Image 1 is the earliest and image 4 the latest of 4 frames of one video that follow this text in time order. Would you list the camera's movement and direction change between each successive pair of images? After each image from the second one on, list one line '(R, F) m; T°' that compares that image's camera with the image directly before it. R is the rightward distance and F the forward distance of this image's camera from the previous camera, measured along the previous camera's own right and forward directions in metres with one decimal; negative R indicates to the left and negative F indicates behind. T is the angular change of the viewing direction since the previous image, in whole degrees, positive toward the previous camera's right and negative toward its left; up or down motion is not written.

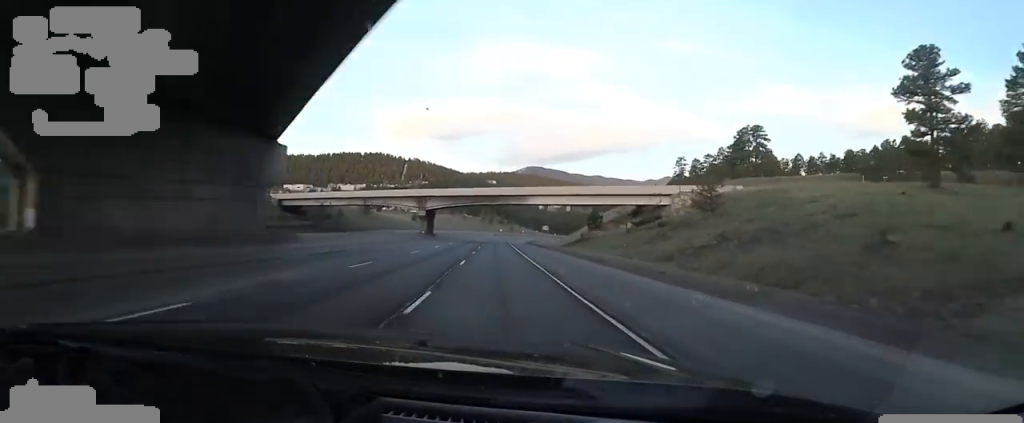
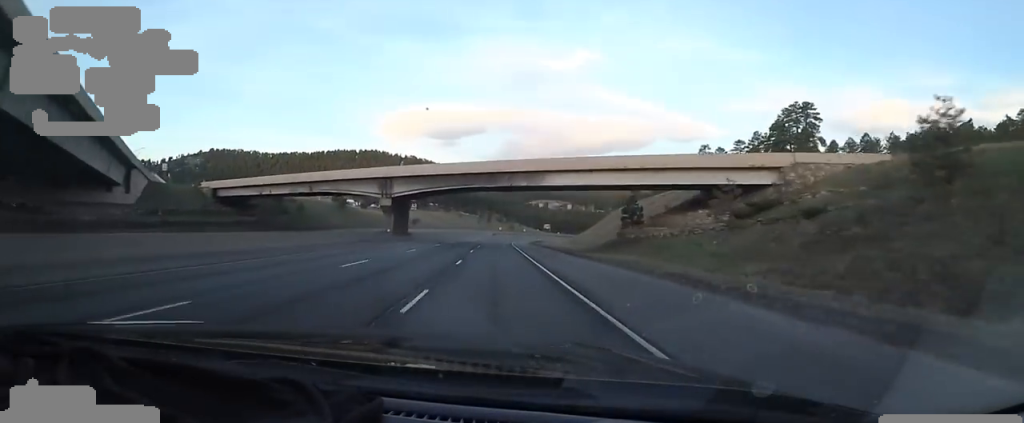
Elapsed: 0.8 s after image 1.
(-0.5, +24.5) m; 0°
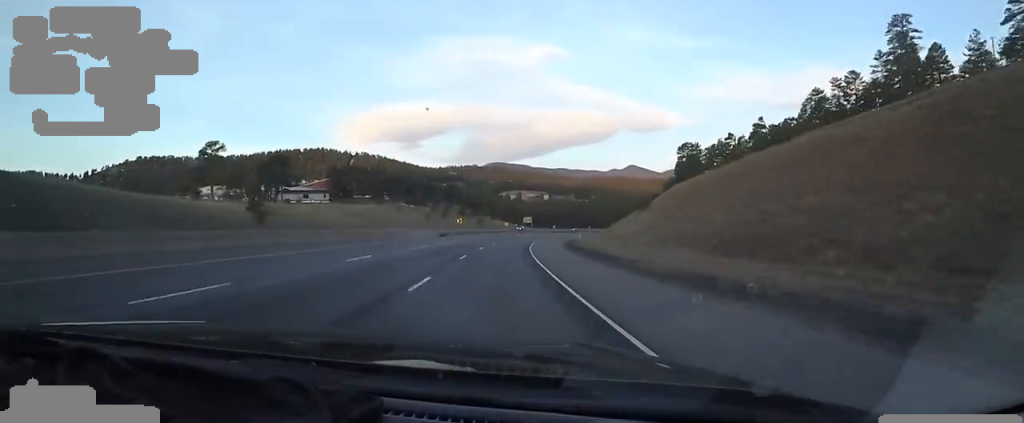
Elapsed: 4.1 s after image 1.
(+5.8, +103.1) m; +5°
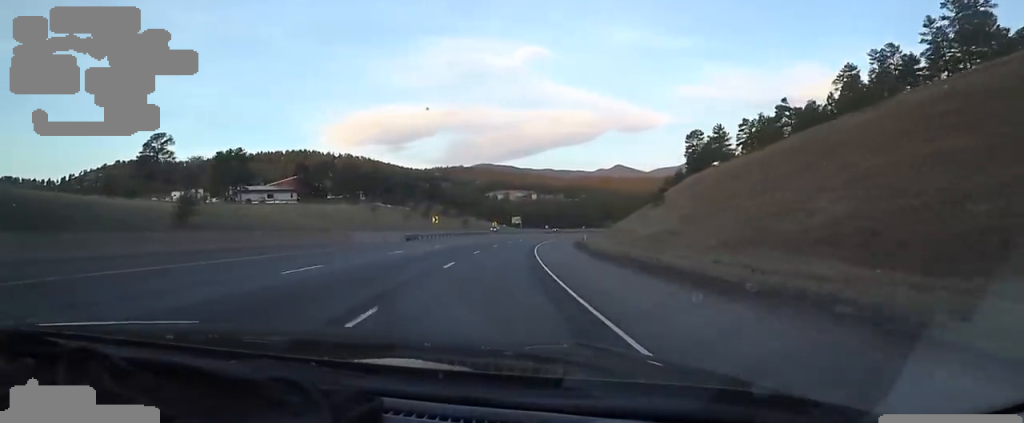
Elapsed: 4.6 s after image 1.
(+0.1, +17.6) m; +2°
